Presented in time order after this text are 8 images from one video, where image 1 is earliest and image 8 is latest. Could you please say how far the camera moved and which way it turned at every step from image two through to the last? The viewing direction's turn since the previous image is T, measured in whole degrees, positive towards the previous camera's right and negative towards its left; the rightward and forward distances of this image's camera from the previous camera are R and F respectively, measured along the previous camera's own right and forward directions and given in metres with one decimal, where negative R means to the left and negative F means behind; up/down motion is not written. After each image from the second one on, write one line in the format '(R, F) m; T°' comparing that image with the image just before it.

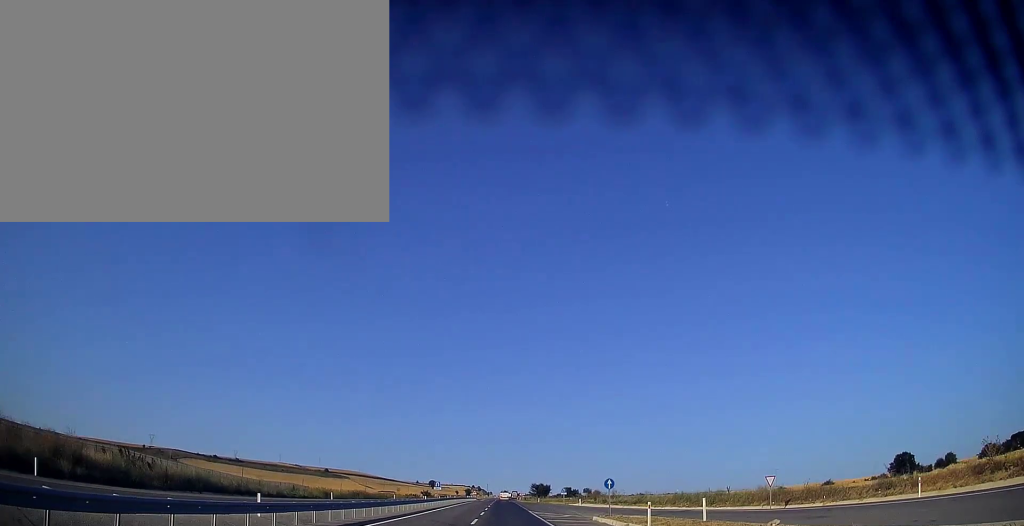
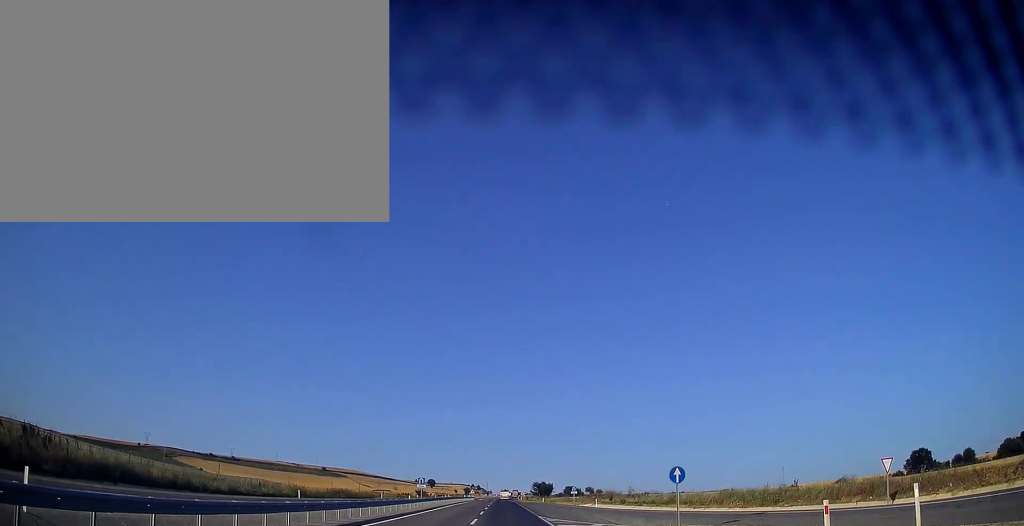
(0.0, +12.7) m; 0°
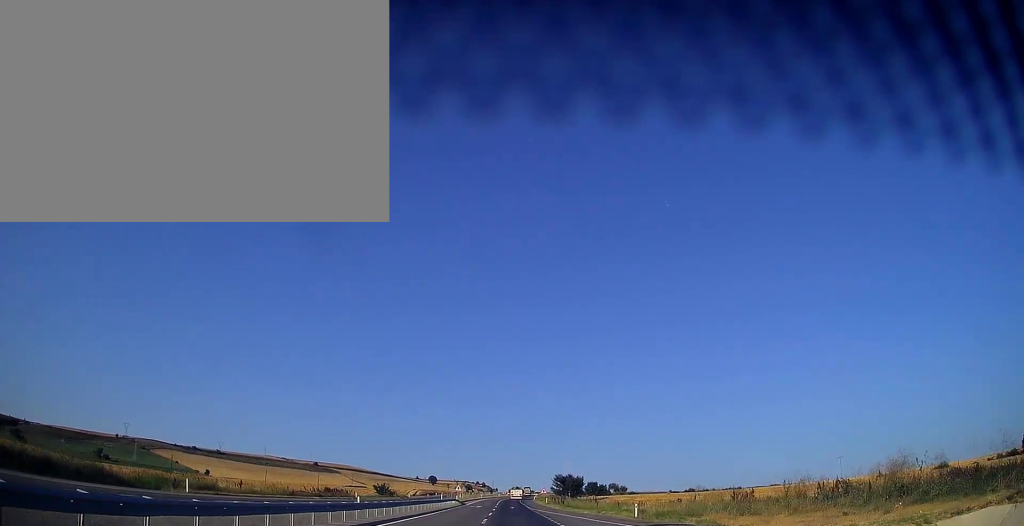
(+0.2, +70.5) m; 0°
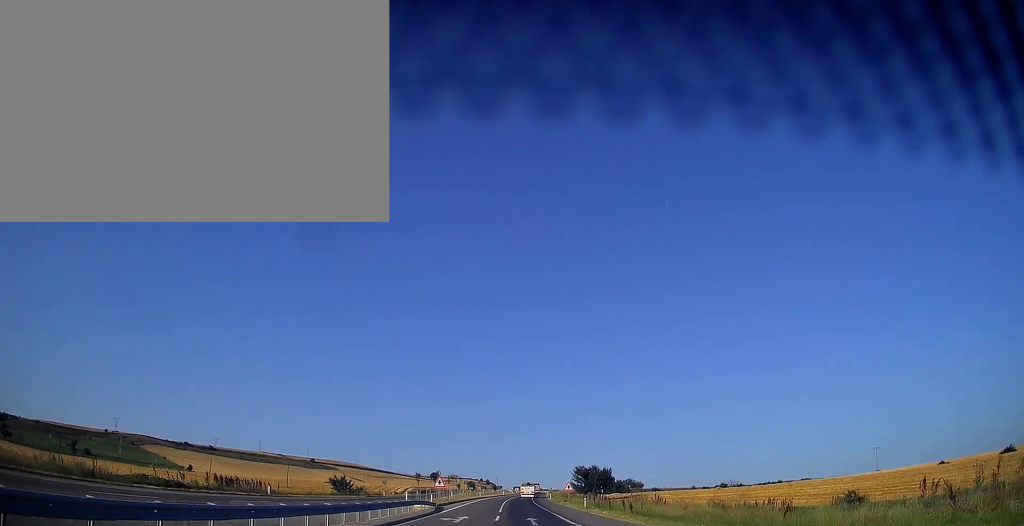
(-0.1, +35.4) m; -1°
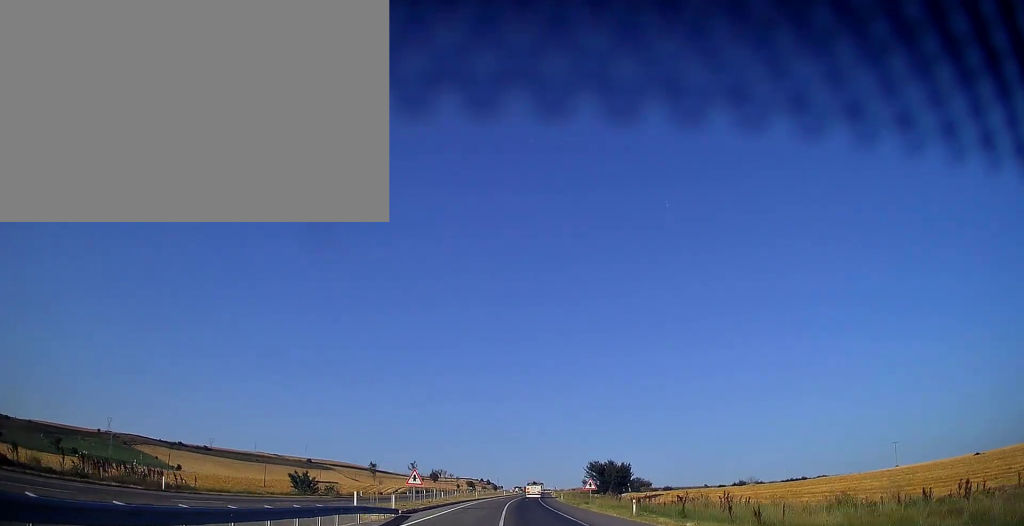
(-0.1, +17.7) m; 0°
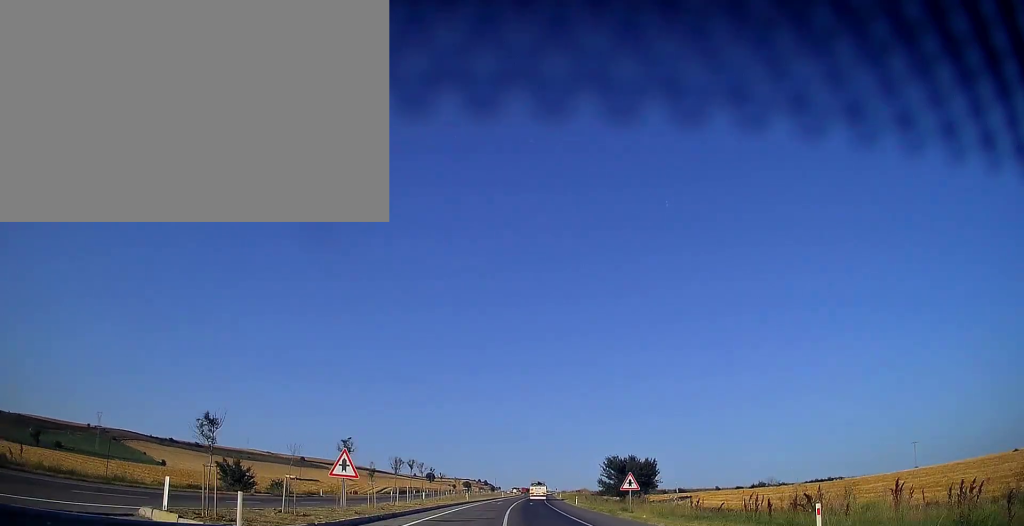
(0.0, +17.7) m; 0°
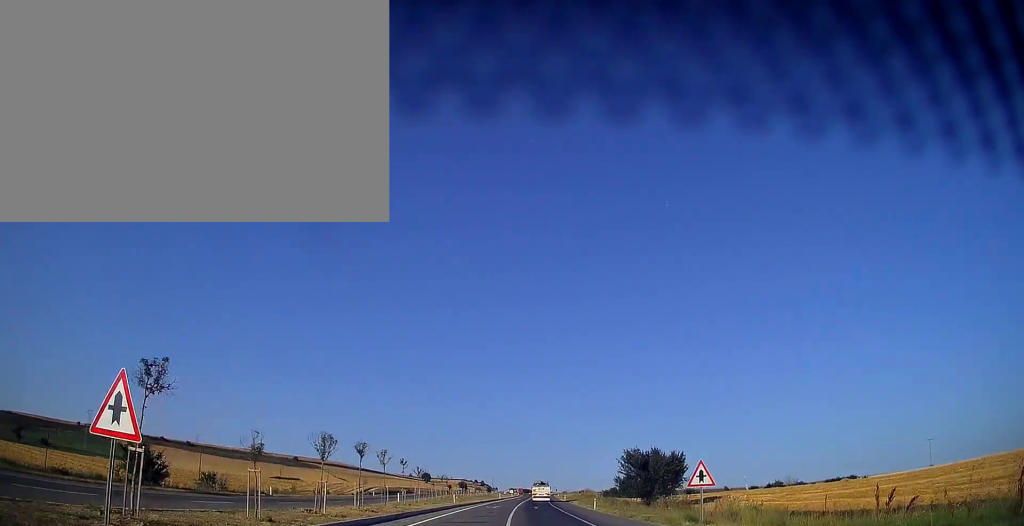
(0.0, +15.8) m; 0°
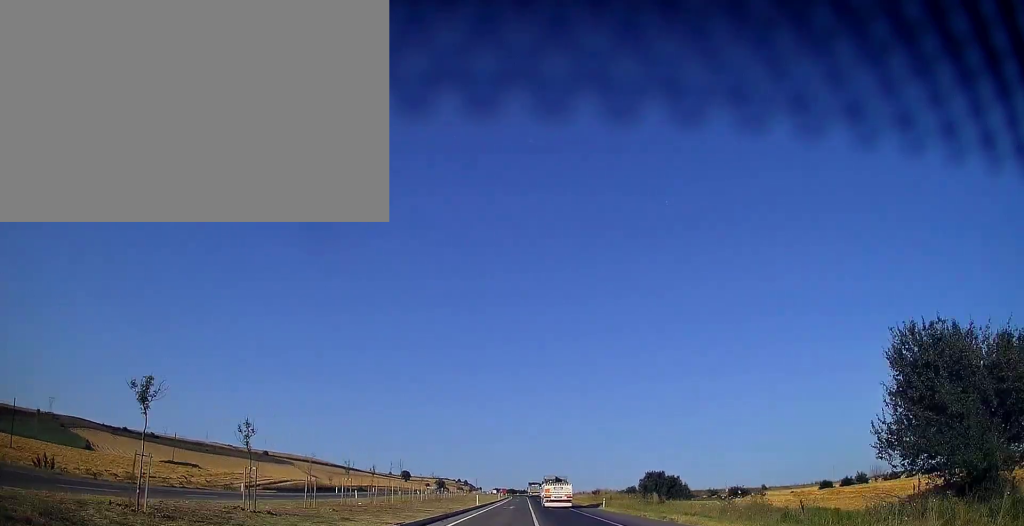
(+0.4, +51.9) m; +2°
